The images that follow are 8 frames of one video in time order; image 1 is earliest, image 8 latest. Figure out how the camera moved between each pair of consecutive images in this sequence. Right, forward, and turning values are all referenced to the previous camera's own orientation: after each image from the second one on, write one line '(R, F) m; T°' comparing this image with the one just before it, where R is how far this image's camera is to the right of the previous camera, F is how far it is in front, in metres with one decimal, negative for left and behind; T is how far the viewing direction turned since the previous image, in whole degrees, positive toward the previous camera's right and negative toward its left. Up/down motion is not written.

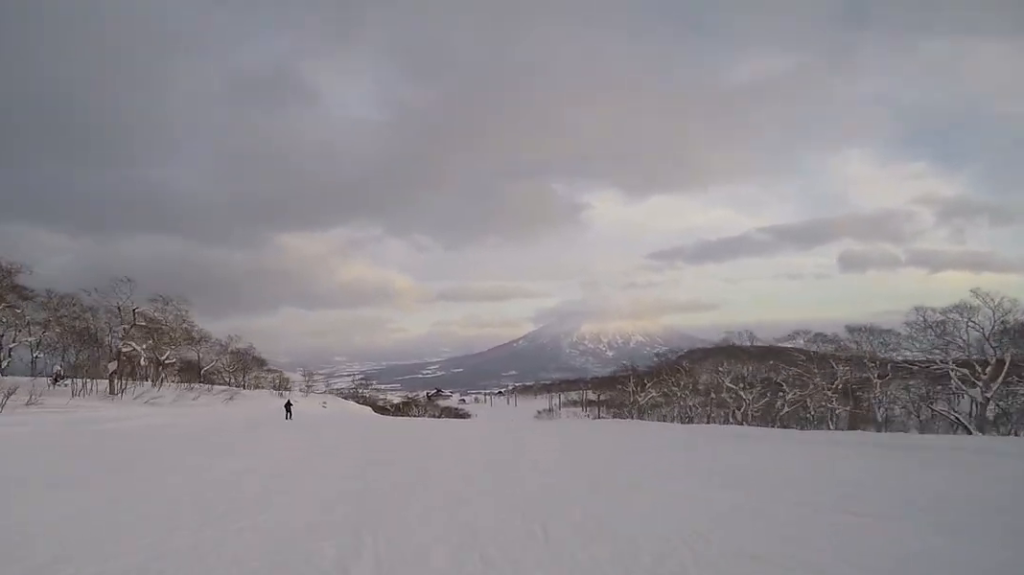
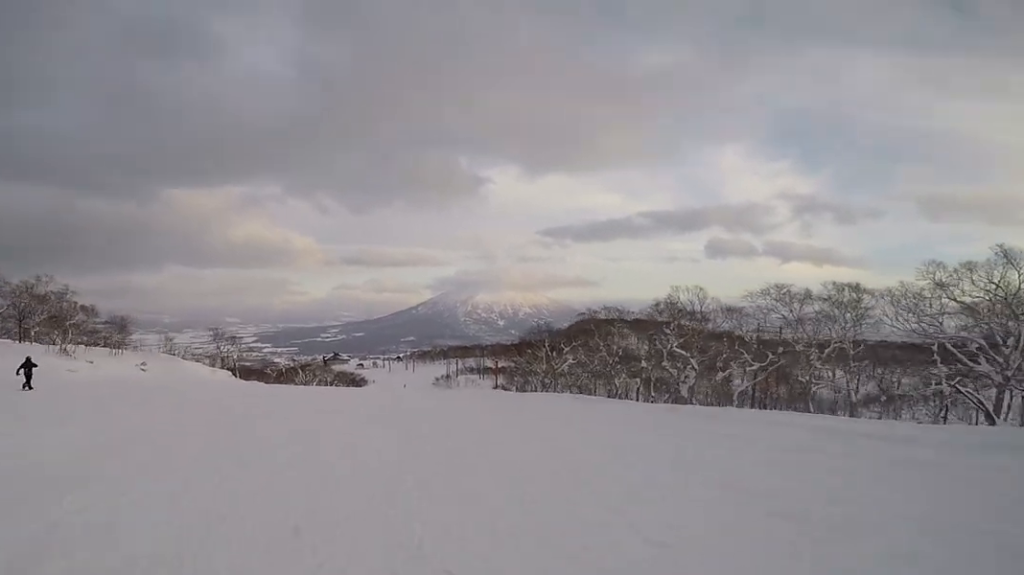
(+1.8, +14.8) m; +13°
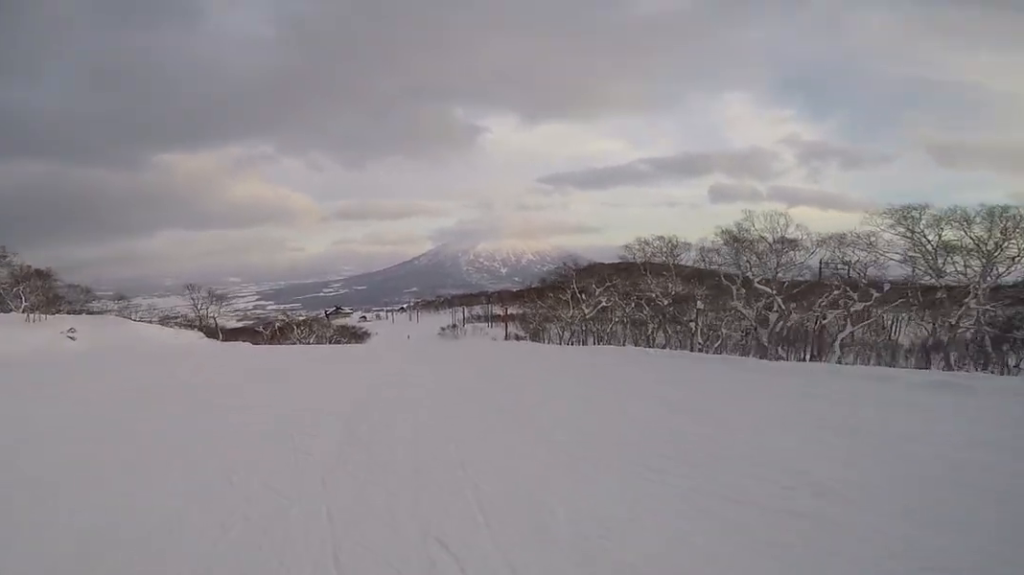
(+0.2, +9.6) m; -7°
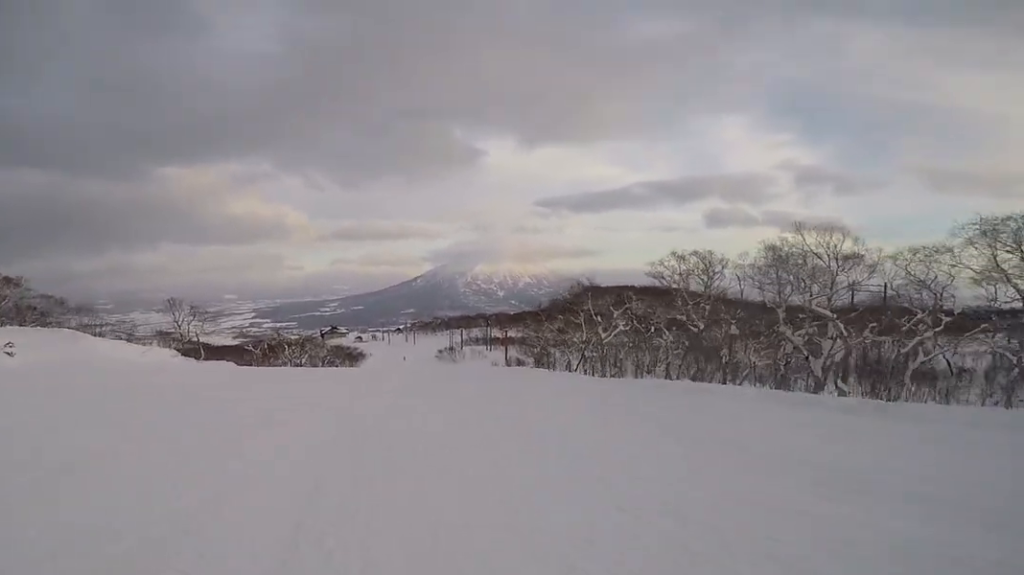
(-0.5, +5.2) m; -1°
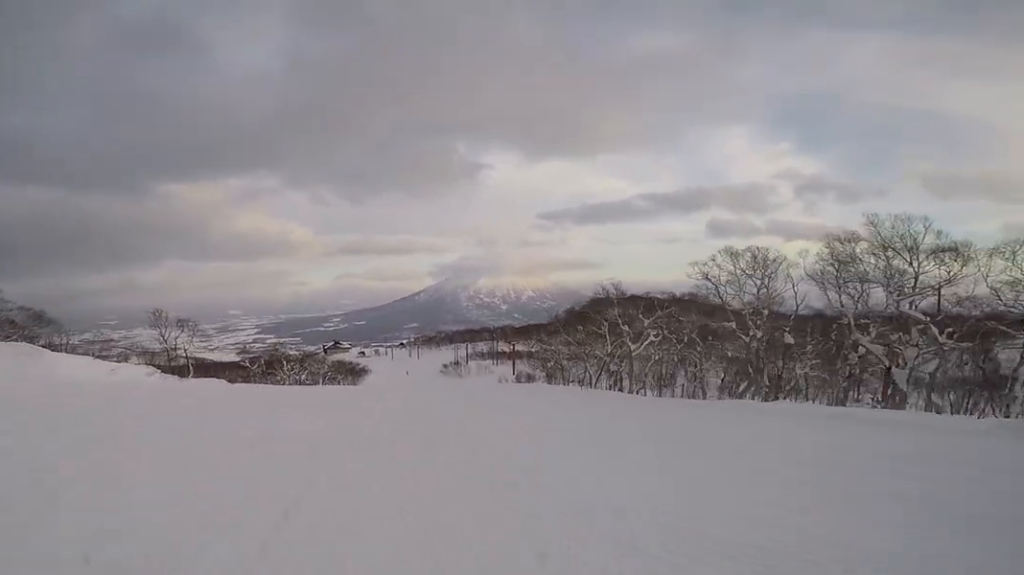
(-0.8, +5.2) m; 0°
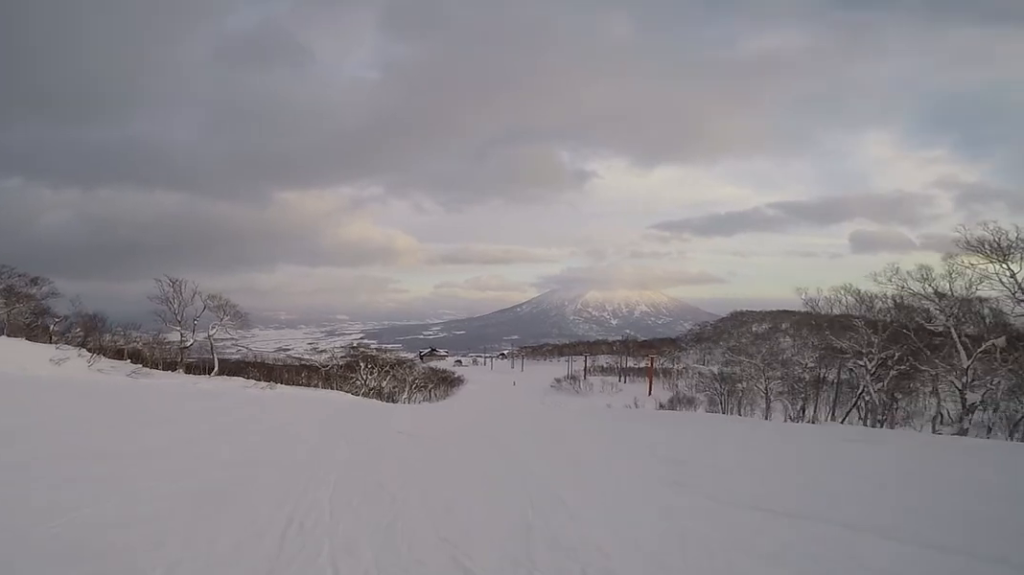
(-3.3, +21.3) m; -15°
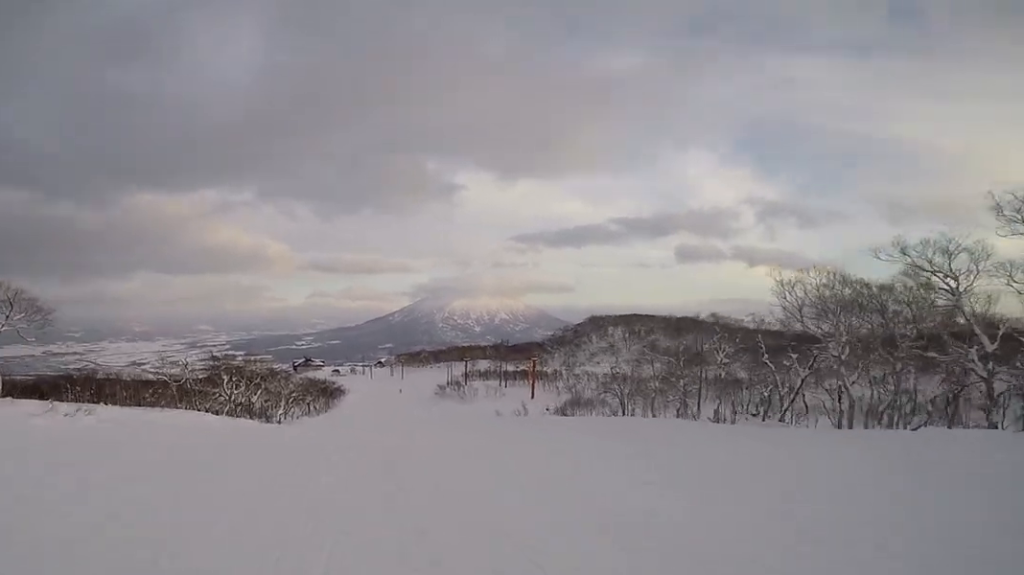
(+1.7, +10.6) m; +17°
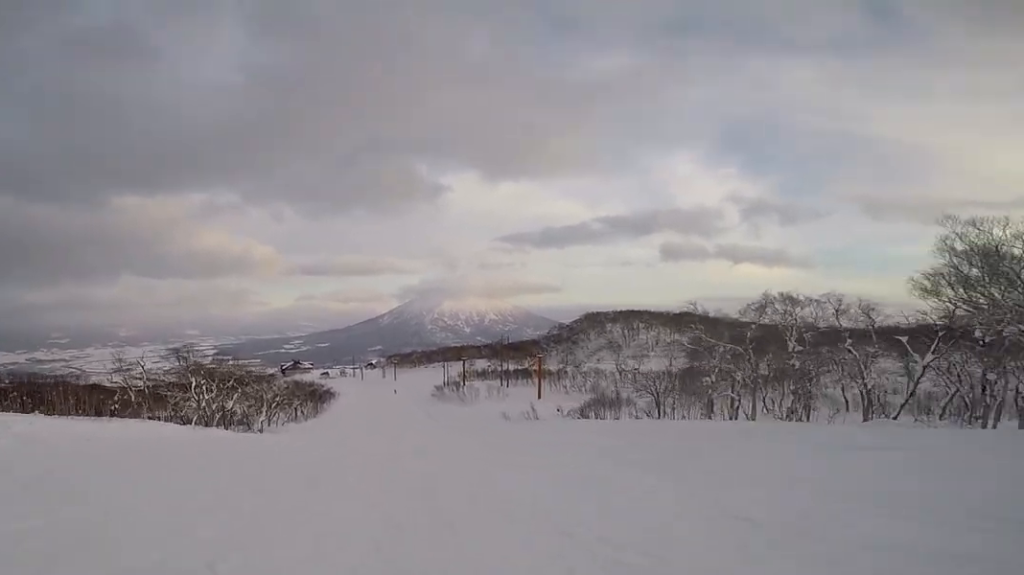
(+1.3, +10.3) m; +6°
